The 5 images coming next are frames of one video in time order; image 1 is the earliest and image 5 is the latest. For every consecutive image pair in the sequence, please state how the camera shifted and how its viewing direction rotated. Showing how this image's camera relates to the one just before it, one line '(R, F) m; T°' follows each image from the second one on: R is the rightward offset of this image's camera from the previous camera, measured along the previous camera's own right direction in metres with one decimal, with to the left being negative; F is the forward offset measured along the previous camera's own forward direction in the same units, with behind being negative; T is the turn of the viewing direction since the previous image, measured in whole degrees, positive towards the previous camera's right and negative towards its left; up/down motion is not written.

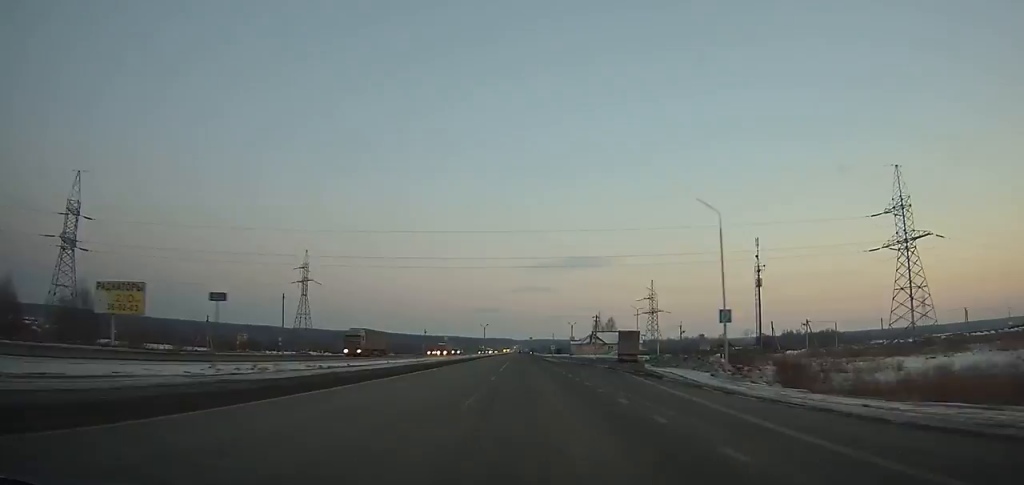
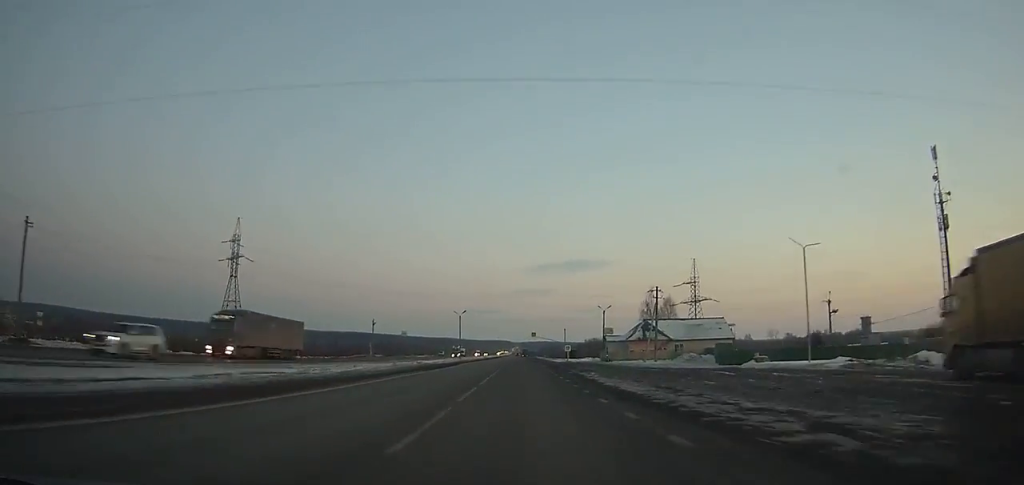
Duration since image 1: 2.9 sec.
(+0.1, +70.2) m; 0°
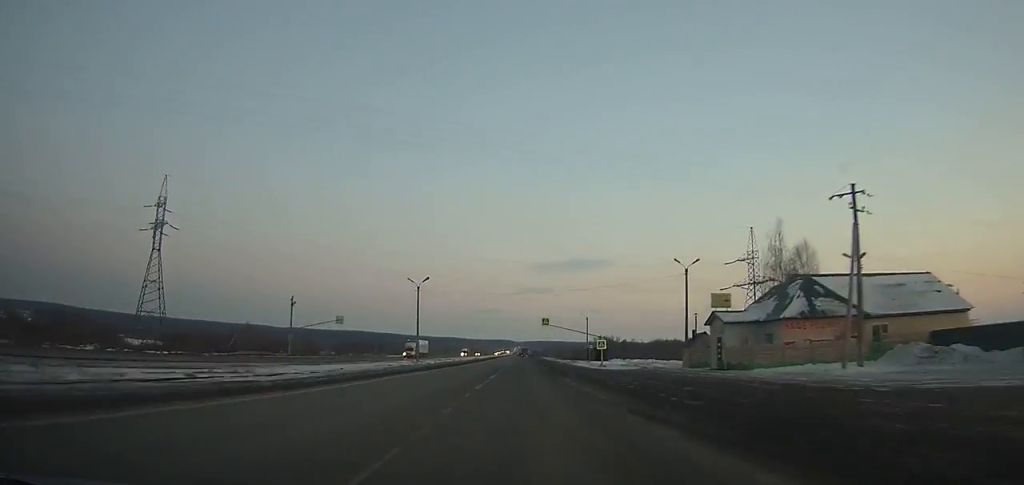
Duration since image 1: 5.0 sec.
(0.0, +51.4) m; 0°
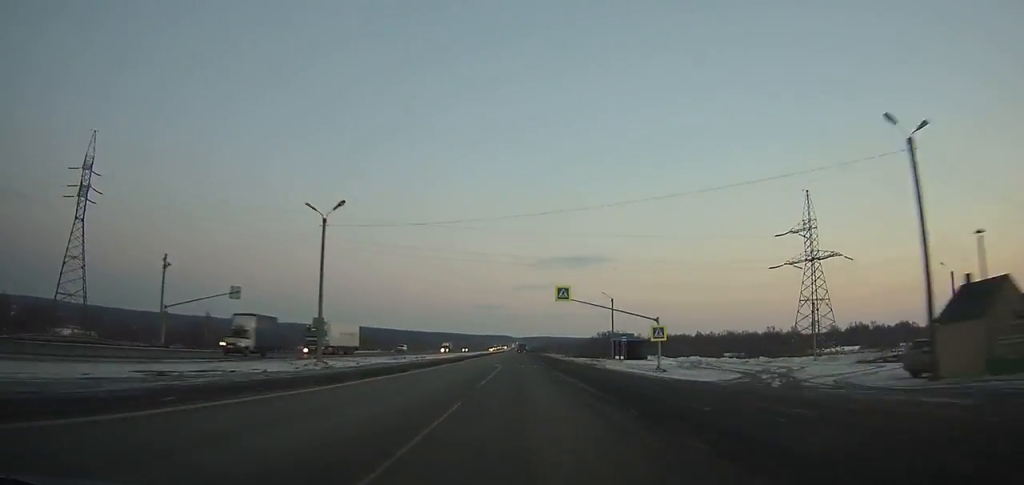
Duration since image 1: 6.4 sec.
(0.0, +34.4) m; 0°
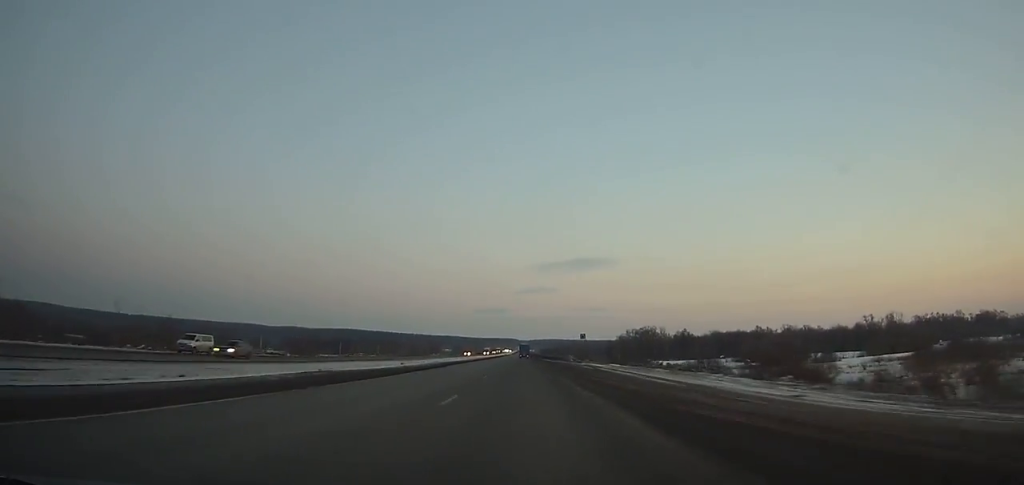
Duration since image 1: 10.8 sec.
(-0.6, +111.2) m; -1°
